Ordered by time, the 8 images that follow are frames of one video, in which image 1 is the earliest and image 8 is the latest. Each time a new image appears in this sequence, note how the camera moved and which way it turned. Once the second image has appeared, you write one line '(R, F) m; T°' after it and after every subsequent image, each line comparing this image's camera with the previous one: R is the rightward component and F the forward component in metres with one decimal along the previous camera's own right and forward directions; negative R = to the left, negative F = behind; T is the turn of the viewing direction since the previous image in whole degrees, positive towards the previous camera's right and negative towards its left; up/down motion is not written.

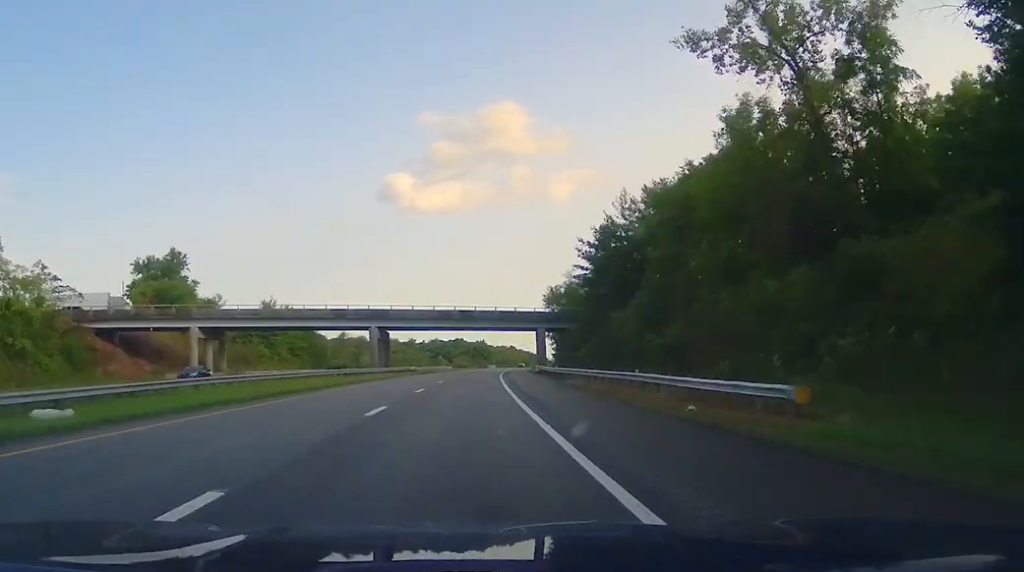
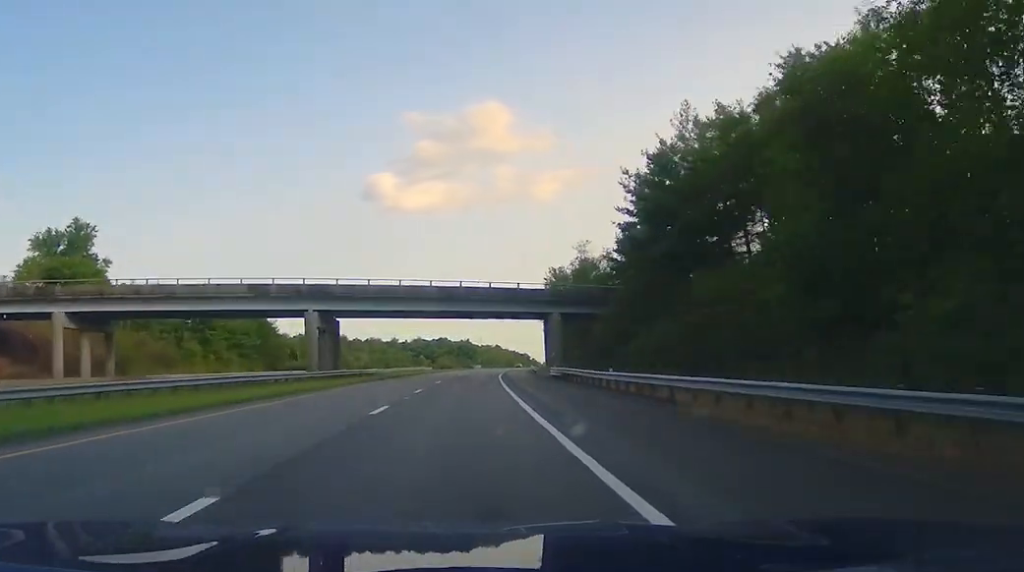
(0.0, +24.1) m; 0°
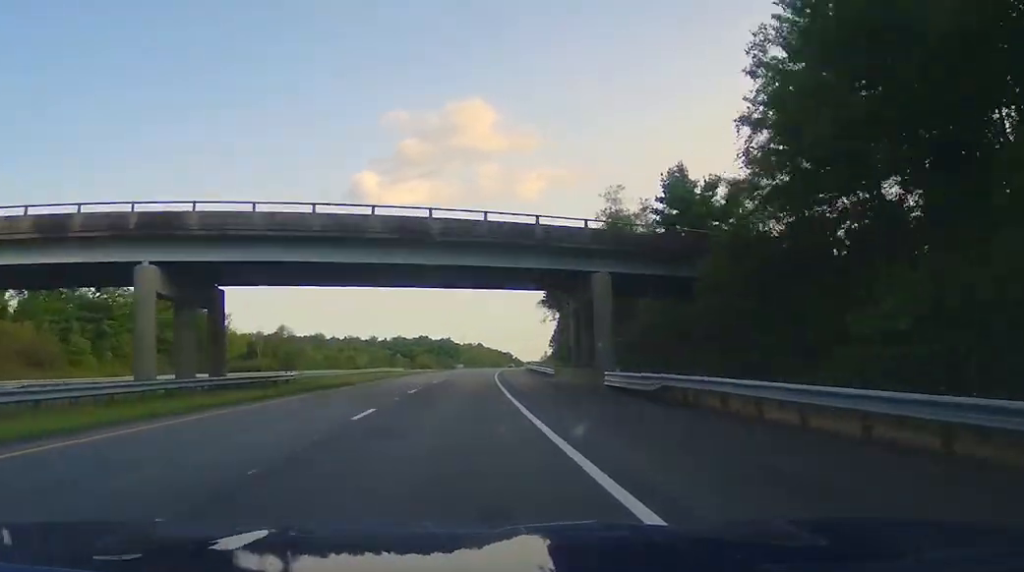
(0.0, +25.2) m; +1°
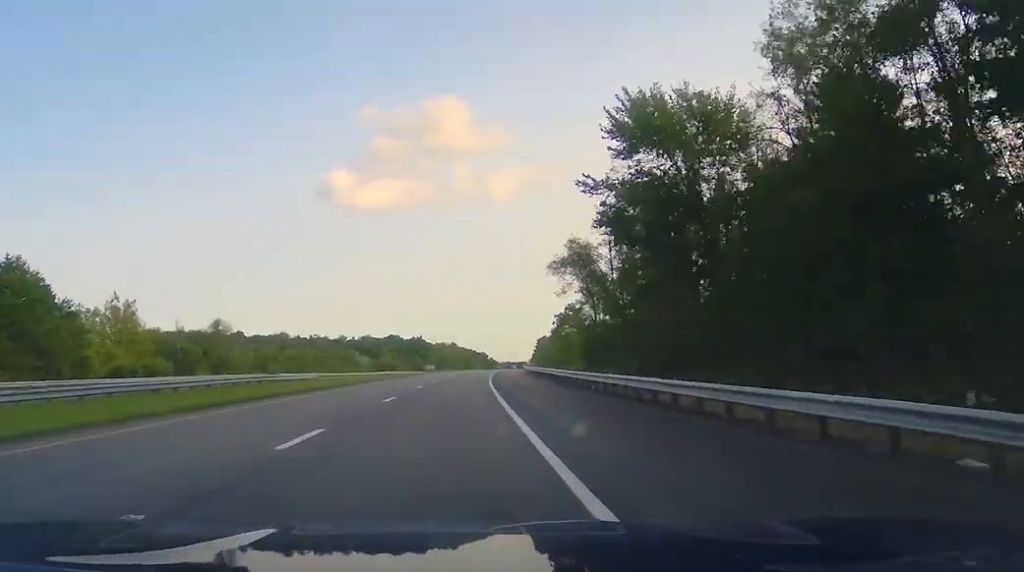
(+2.1, +41.1) m; +7°
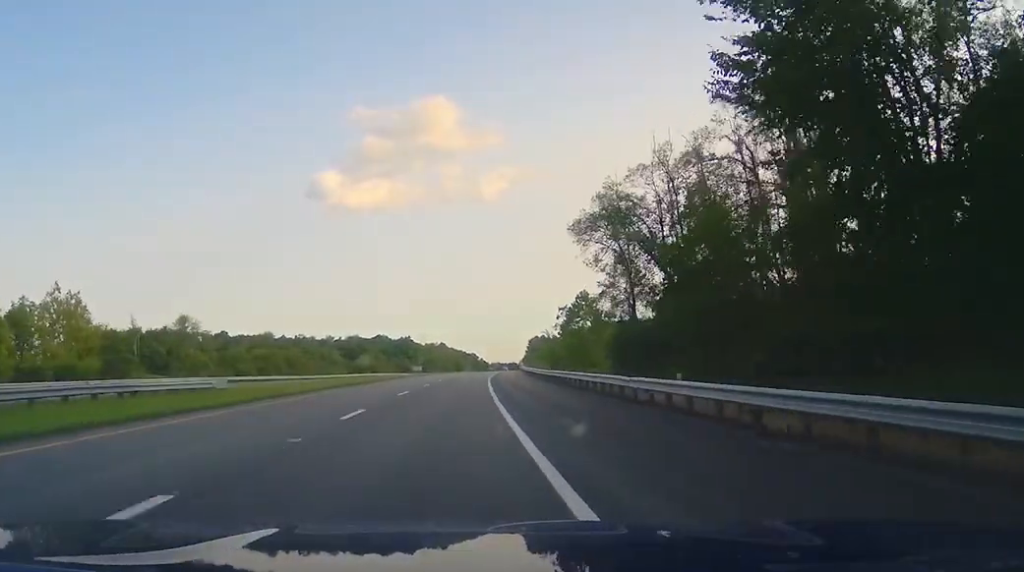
(+0.9, +18.5) m; +3°
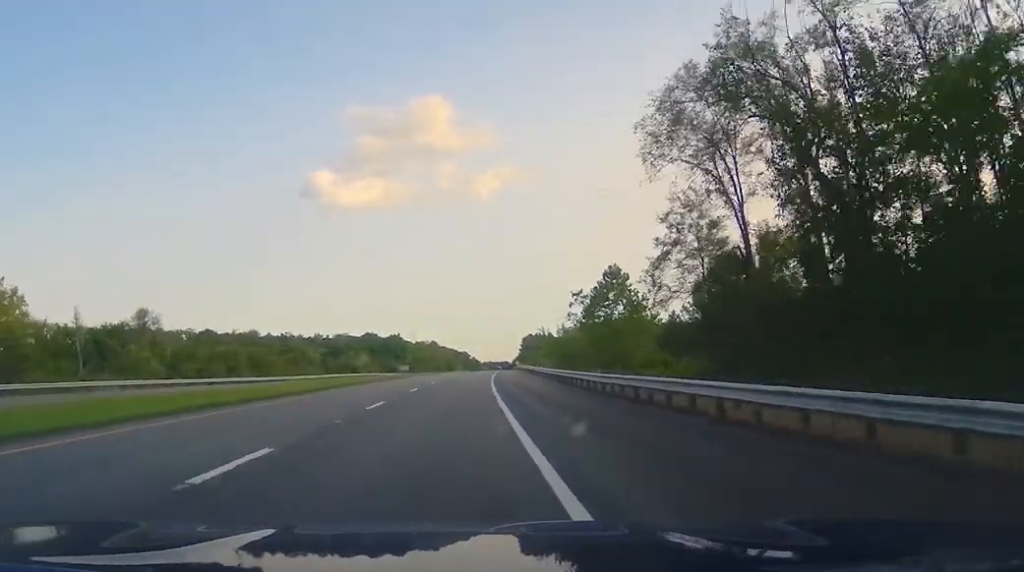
(+0.1, +21.0) m; +1°
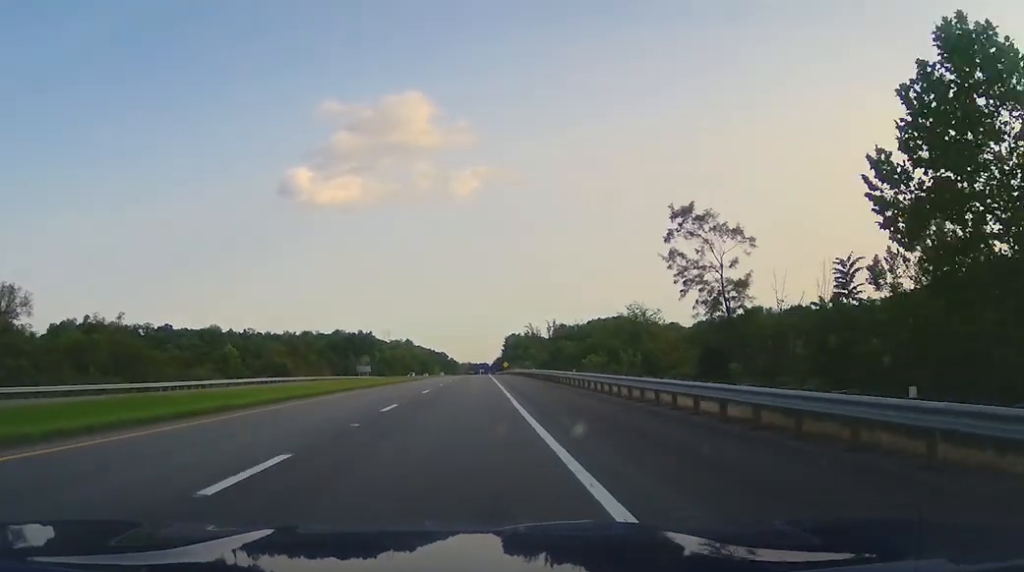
(+0.5, +49.1) m; 0°
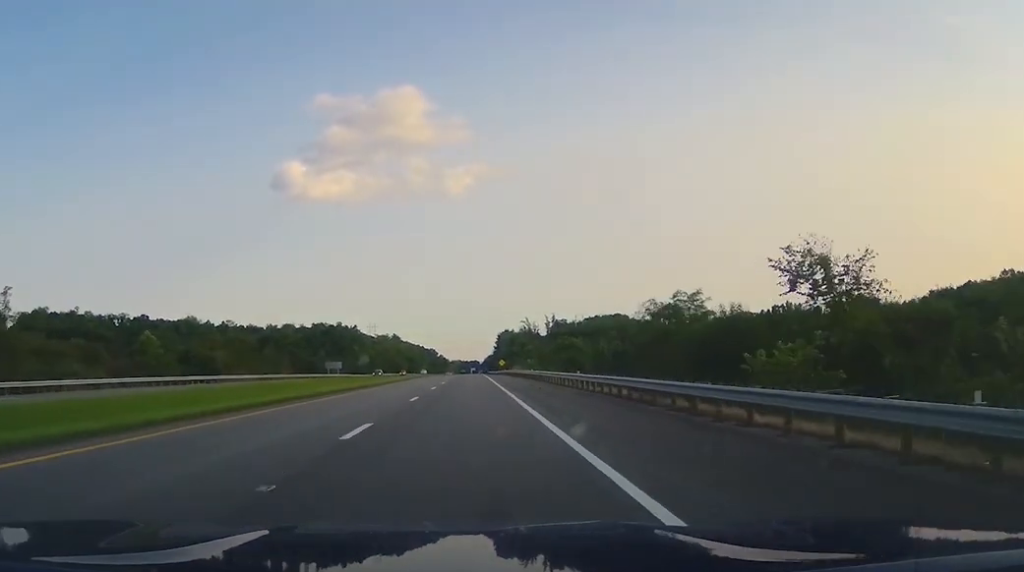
(-0.3, +31.5) m; -1°
